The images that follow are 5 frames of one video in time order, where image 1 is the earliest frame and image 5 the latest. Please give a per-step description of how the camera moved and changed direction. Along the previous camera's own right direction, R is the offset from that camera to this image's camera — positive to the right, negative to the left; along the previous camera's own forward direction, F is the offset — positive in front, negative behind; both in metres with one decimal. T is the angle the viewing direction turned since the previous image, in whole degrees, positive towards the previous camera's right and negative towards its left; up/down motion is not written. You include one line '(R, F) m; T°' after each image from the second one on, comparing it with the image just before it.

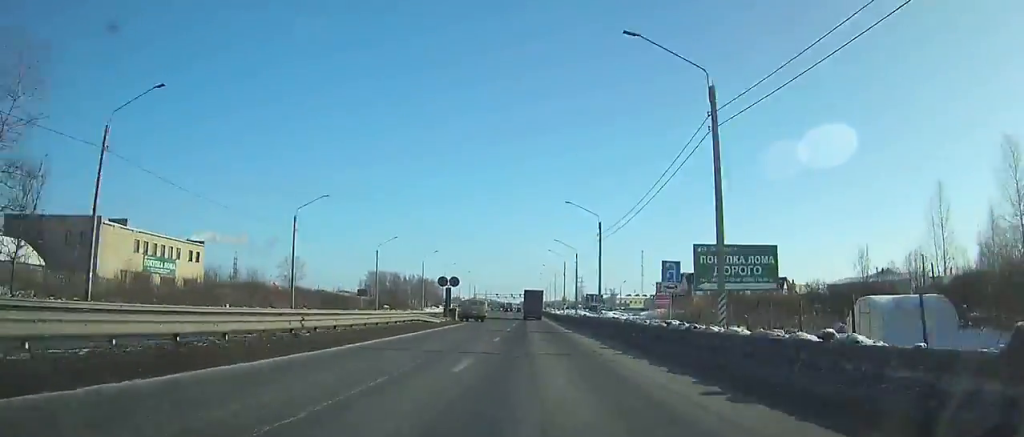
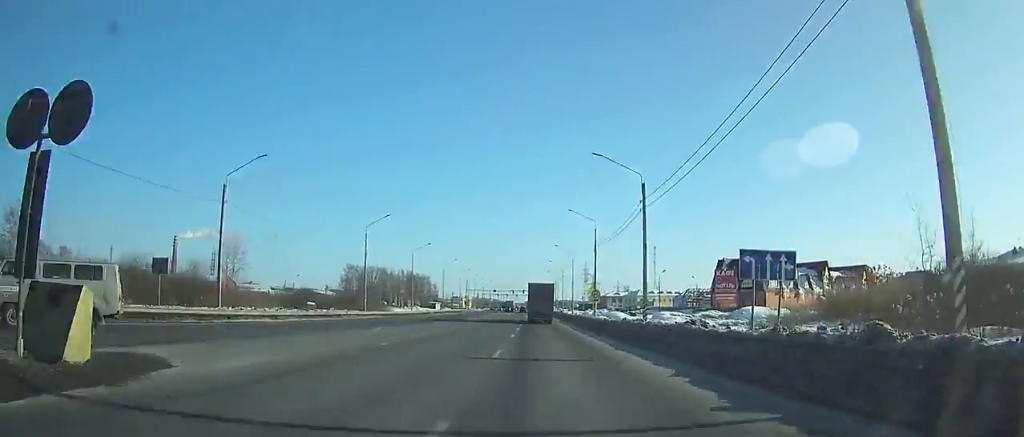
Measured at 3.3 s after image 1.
(+0.4, +47.1) m; 0°
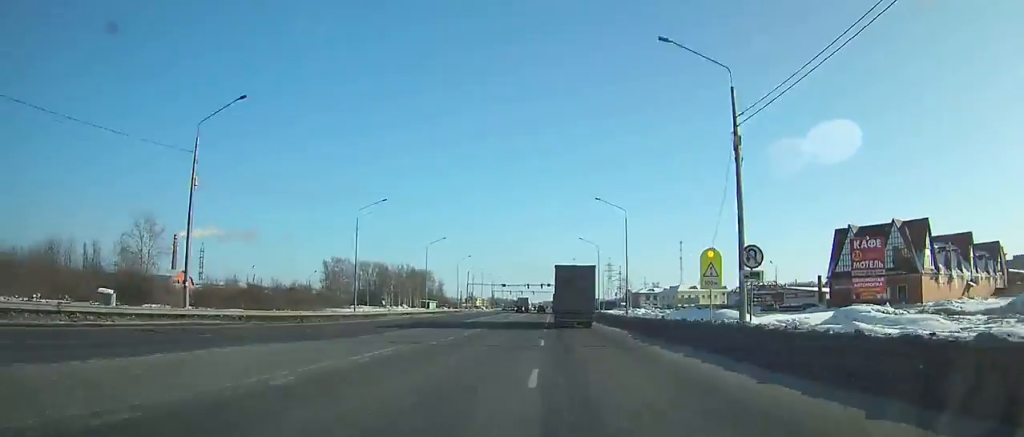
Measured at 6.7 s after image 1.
(-0.7, +42.3) m; -1°
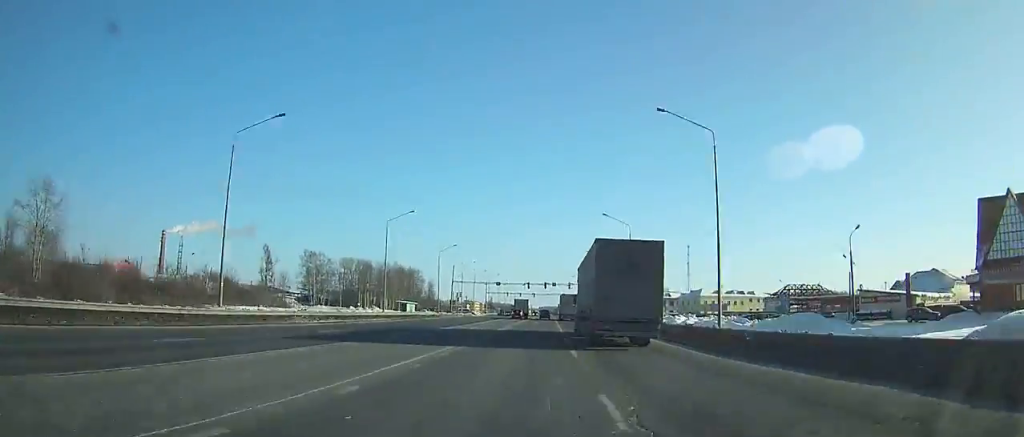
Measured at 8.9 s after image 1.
(-0.1, +24.5) m; 0°
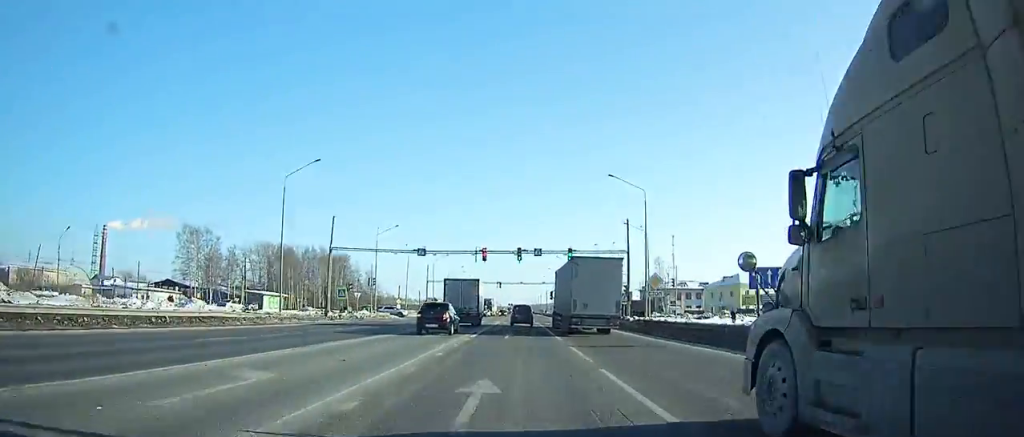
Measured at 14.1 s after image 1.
(+0.6, +51.8) m; +1°
